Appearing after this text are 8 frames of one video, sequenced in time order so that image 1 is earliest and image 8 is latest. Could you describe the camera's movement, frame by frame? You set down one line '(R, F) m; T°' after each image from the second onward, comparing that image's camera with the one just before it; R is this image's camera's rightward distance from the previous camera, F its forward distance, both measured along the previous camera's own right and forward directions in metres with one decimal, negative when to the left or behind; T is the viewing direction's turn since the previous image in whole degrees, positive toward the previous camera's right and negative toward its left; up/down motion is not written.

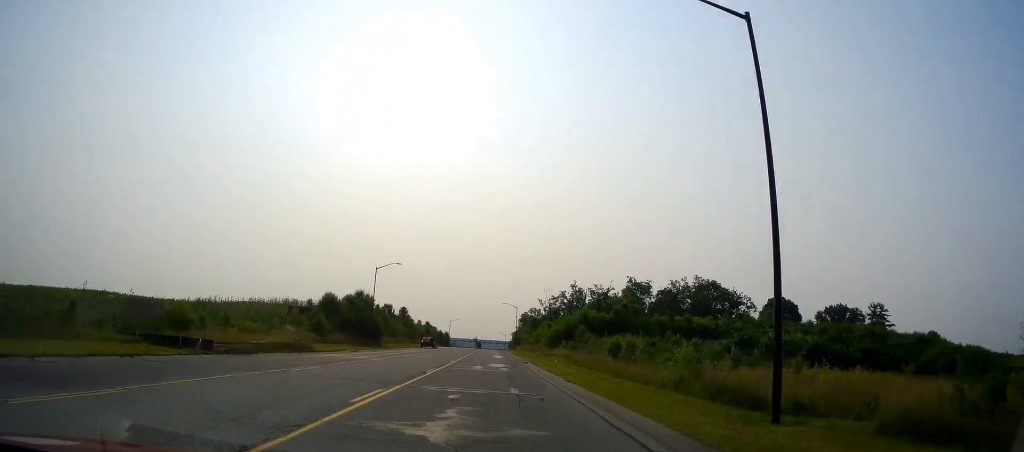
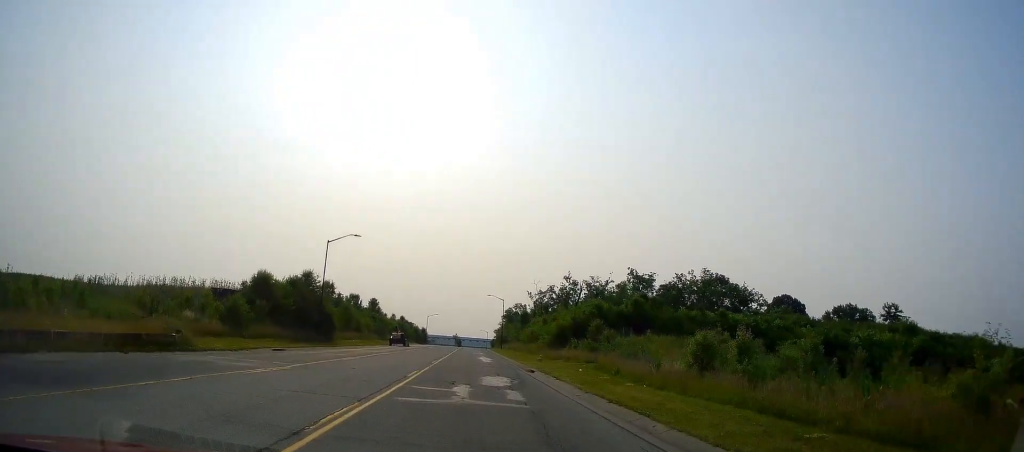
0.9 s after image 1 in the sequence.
(+0.6, +16.1) m; +2°
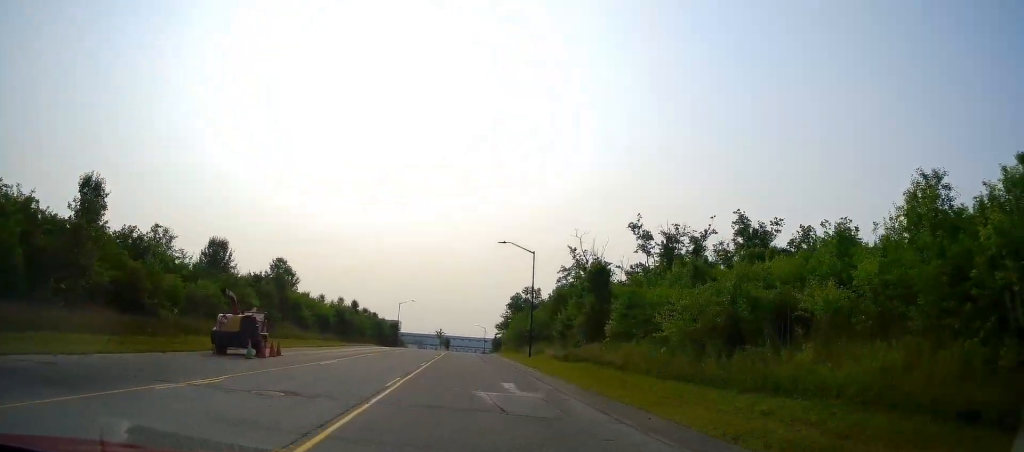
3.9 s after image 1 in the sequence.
(-0.2, +53.5) m; 0°
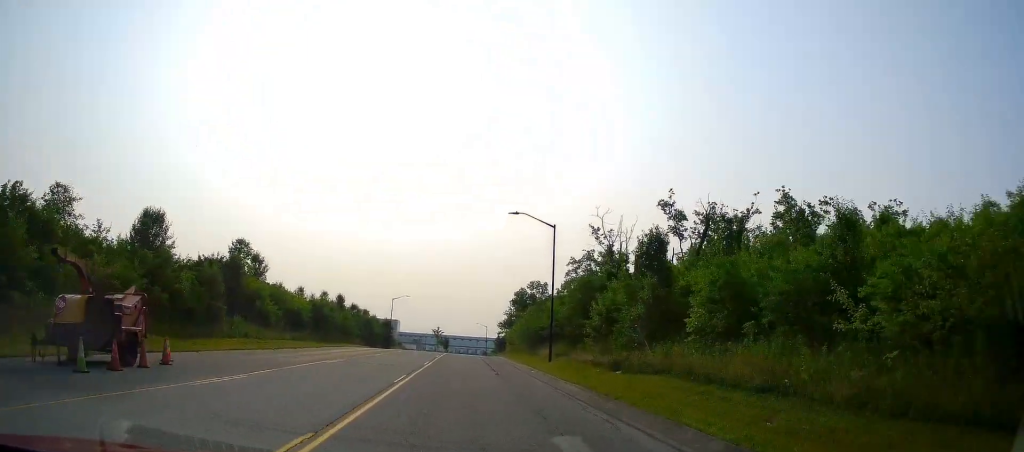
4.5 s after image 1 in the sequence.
(0.0, +10.7) m; 0°
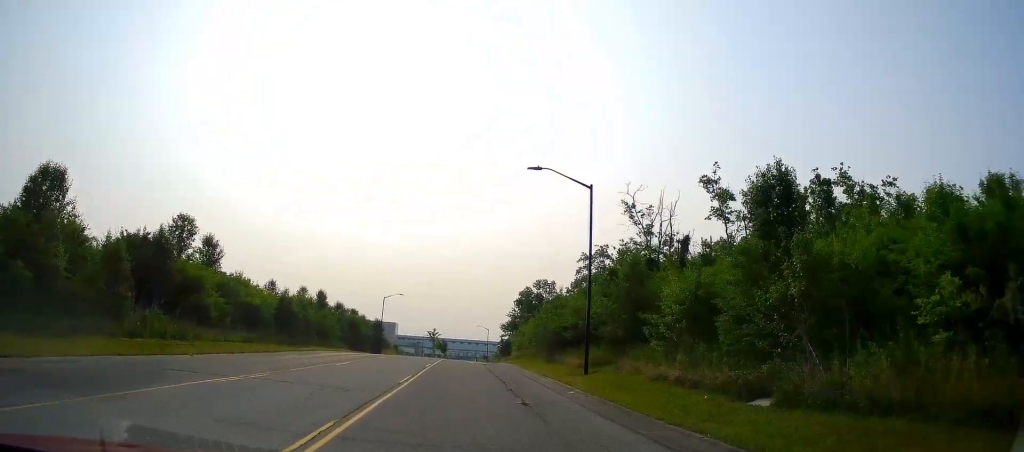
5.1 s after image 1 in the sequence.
(0.0, +10.6) m; 0°
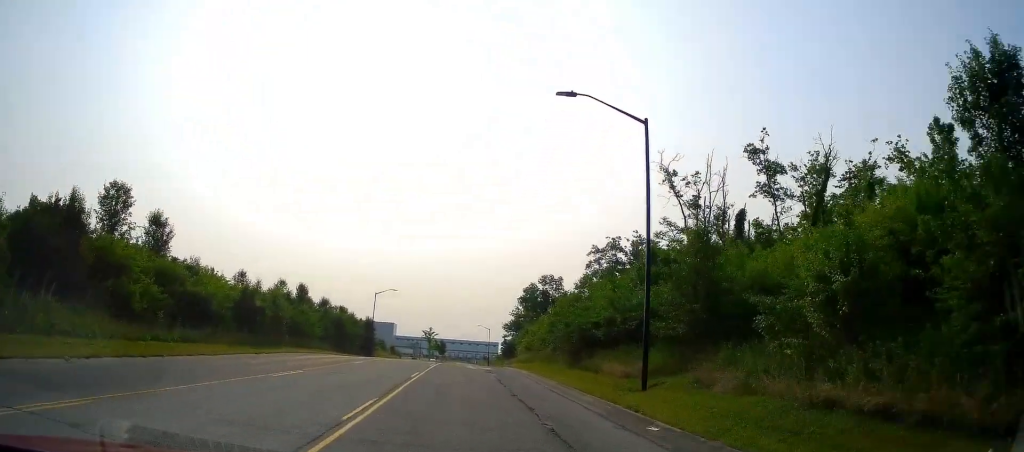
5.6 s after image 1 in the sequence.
(0.0, +8.3) m; 0°
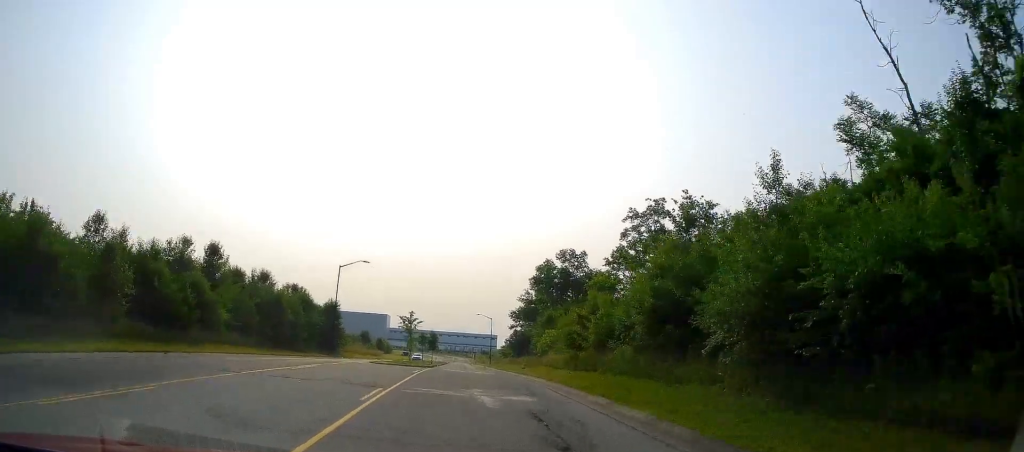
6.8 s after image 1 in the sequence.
(-0.4, +22.2) m; -2°
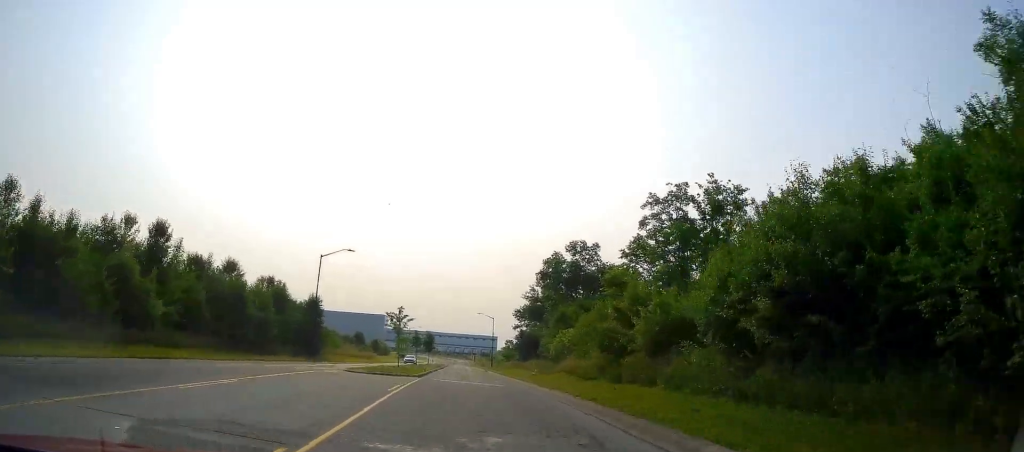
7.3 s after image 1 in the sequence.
(-0.2, +7.8) m; 0°
